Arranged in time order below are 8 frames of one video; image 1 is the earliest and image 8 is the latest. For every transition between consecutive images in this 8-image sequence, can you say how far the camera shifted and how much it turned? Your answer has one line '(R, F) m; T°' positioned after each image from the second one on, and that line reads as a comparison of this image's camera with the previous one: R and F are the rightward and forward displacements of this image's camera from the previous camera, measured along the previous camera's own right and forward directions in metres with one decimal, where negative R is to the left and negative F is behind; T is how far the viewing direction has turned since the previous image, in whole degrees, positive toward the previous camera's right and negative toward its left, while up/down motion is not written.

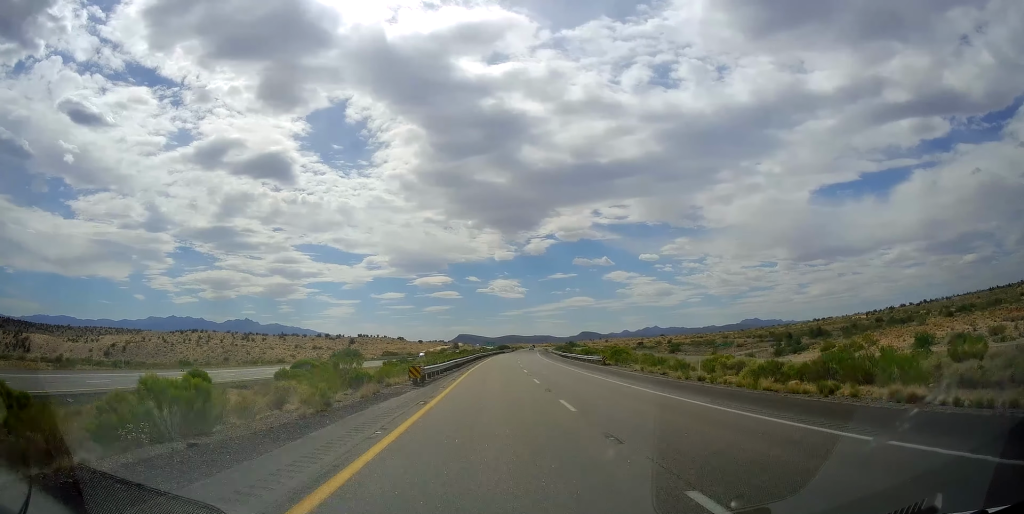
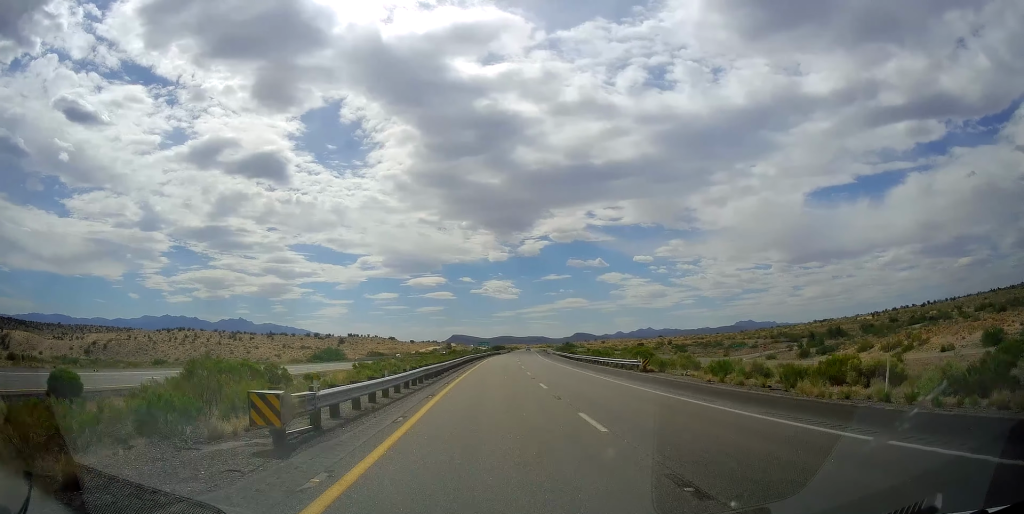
(0.0, +16.2) m; 0°
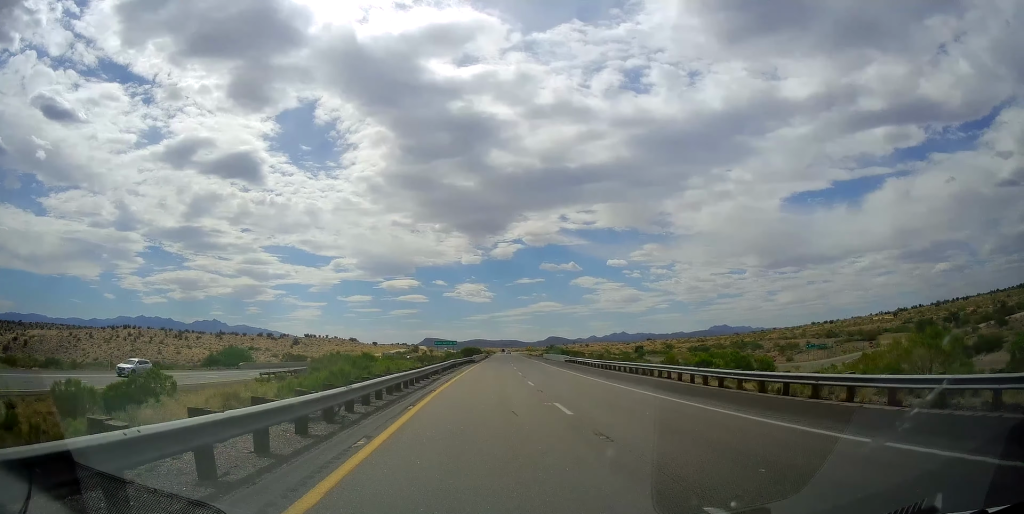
(+1.1, +57.5) m; +2°
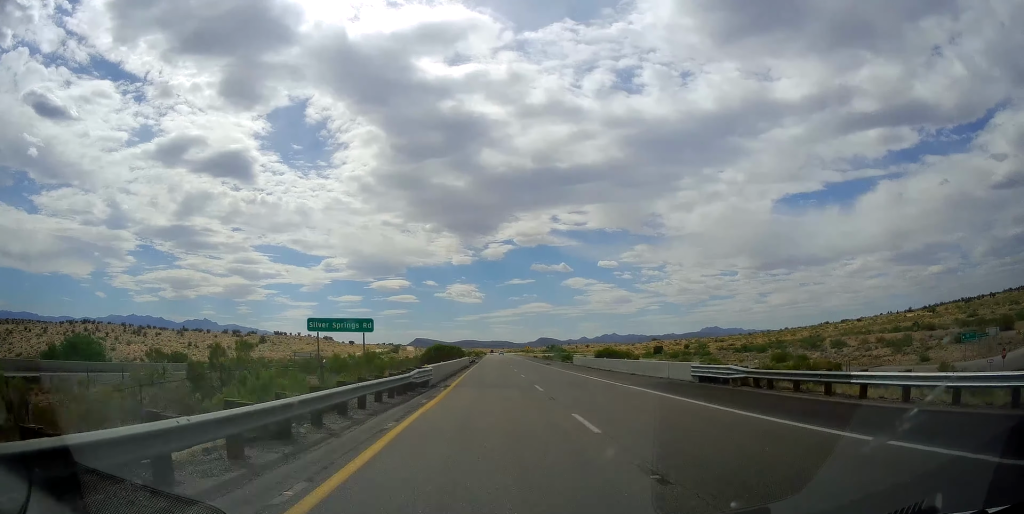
(+0.8, +51.8) m; +2°
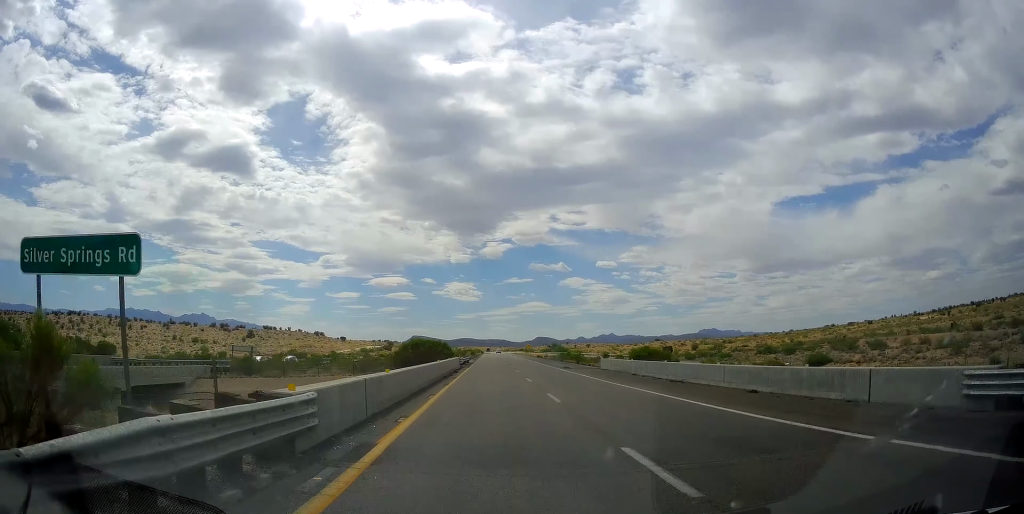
(0.0, +17.3) m; +1°
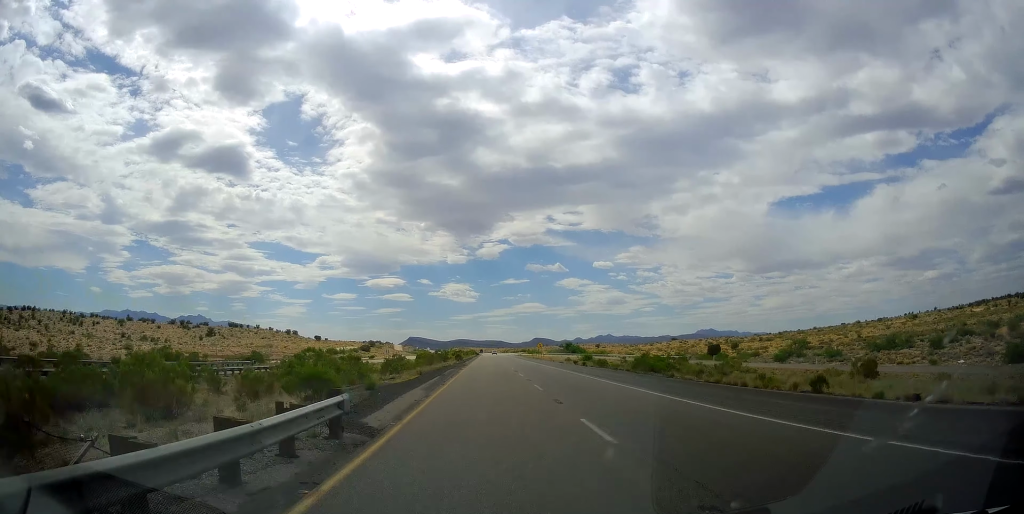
(+0.4, +55.8) m; 0°
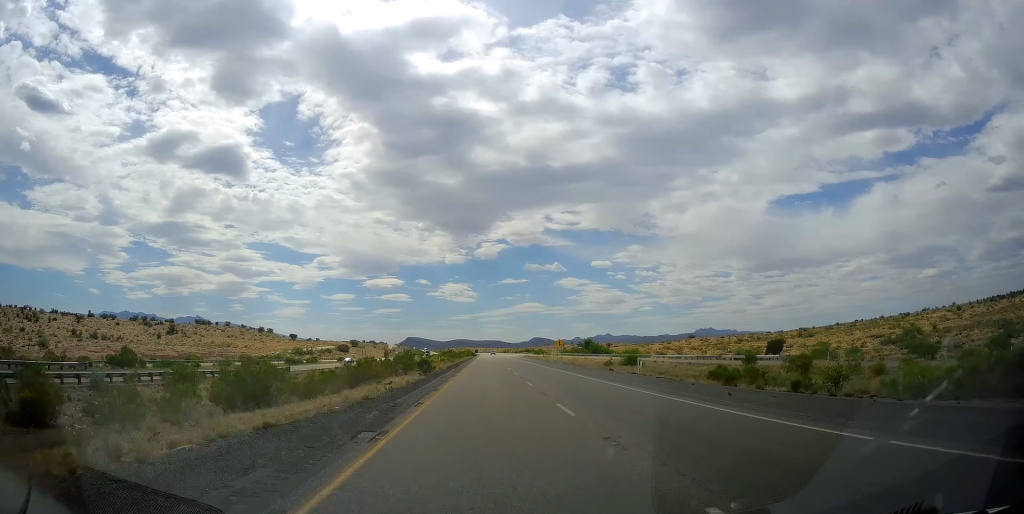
(+0.3, +44.5) m; +1°
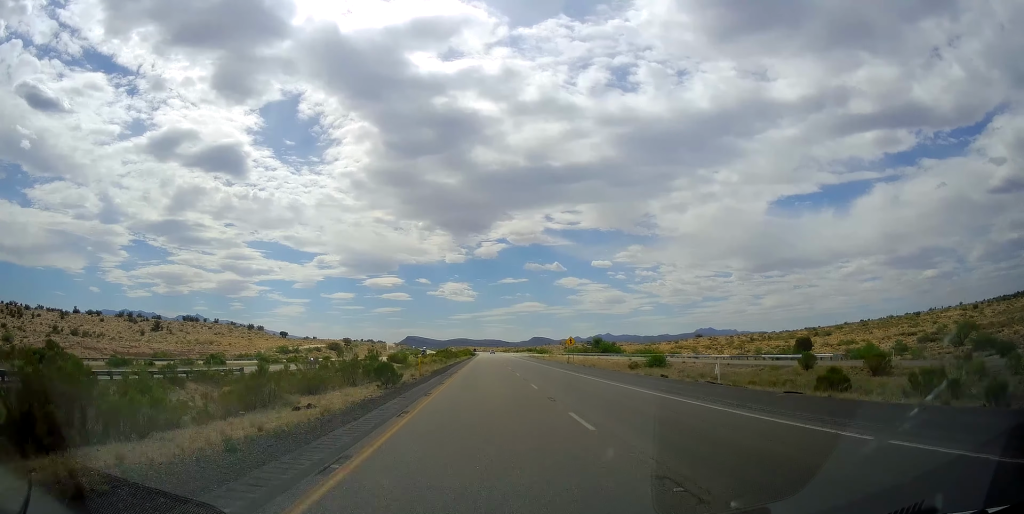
(+0.2, +15.2) m; 0°
